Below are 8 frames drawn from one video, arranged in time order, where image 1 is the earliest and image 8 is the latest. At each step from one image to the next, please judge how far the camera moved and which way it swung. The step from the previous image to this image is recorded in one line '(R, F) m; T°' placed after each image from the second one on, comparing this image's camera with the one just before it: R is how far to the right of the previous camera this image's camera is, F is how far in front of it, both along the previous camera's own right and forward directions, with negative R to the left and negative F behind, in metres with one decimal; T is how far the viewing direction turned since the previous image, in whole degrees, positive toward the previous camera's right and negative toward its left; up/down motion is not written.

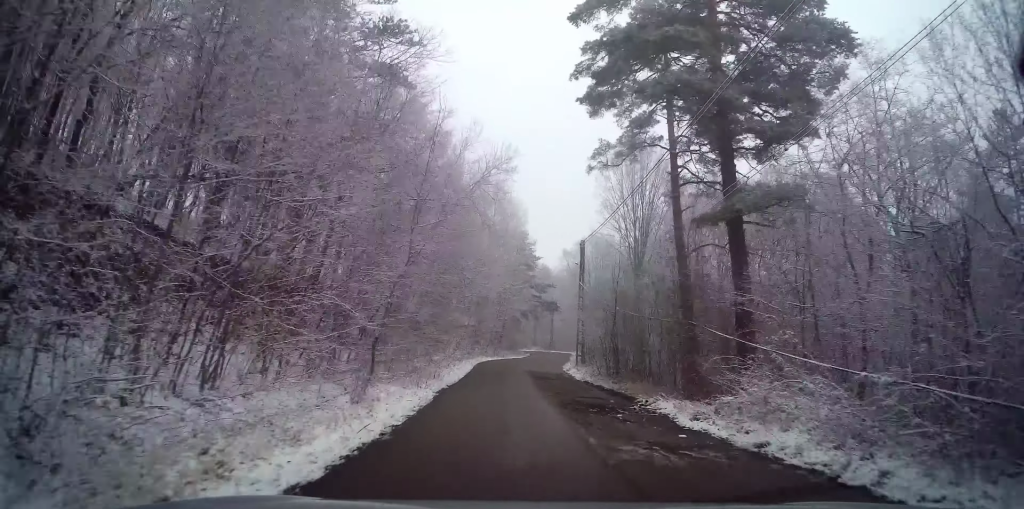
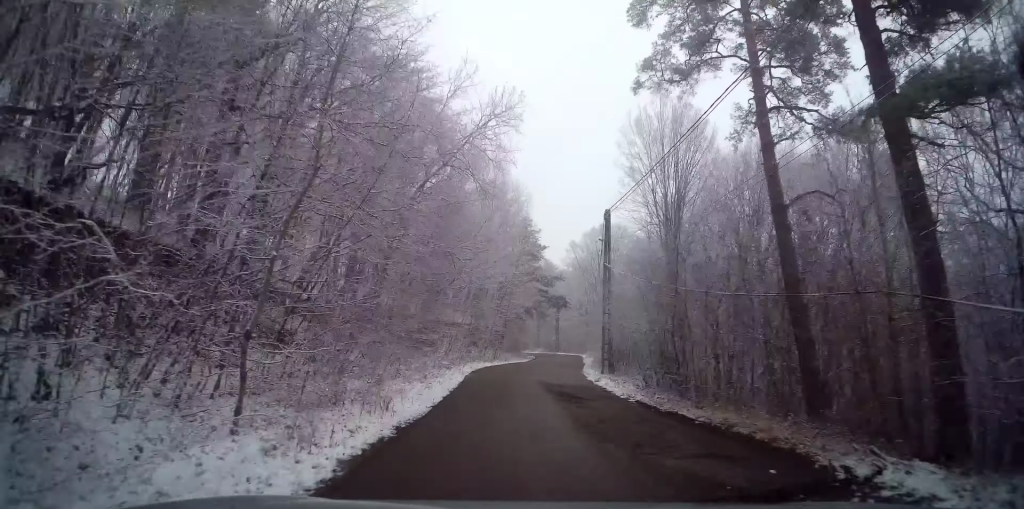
(+0.2, +8.5) m; 0°
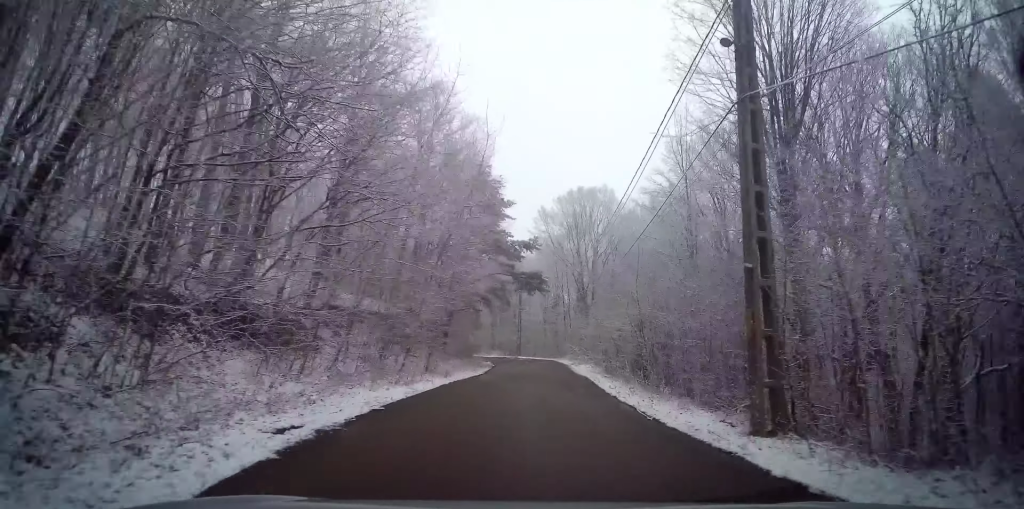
(-0.1, +19.2) m; +4°
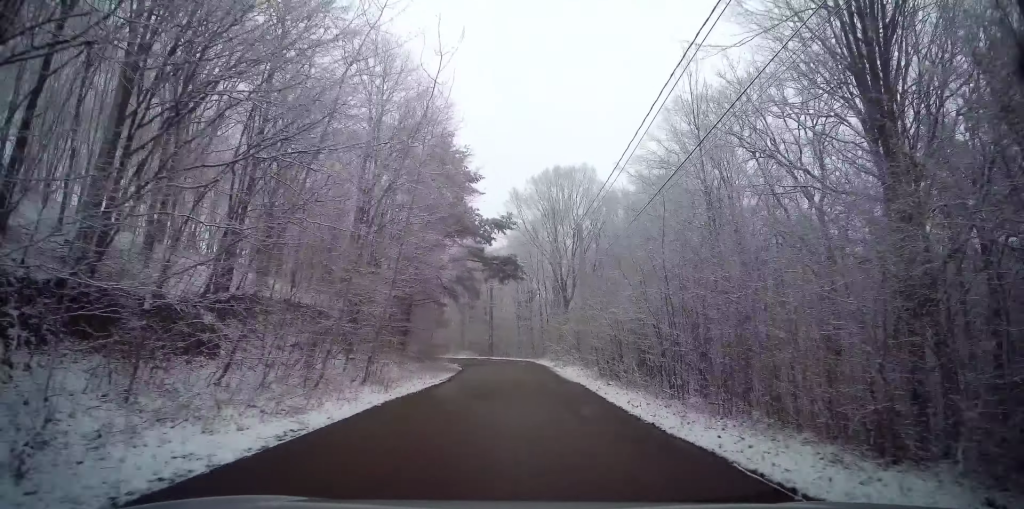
(+0.4, +6.3) m; +4°
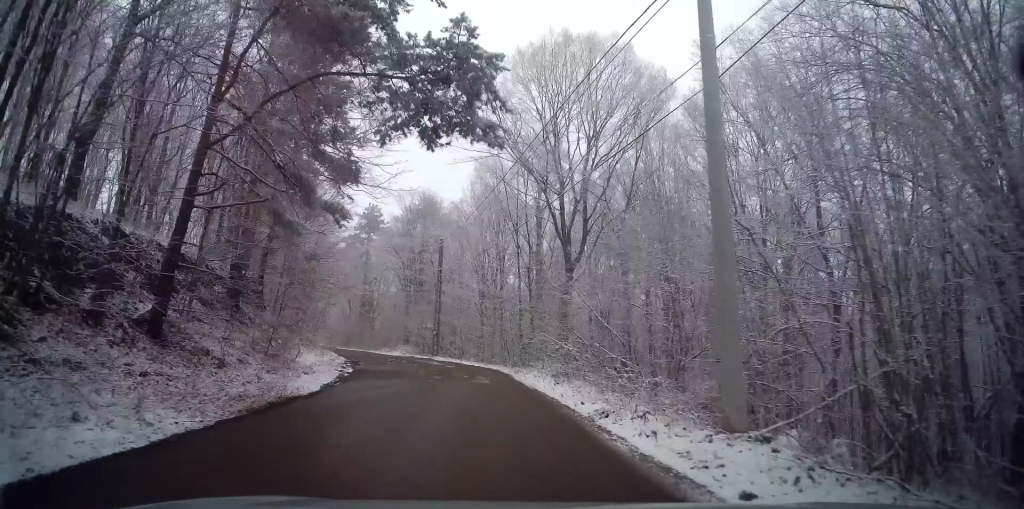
(+2.1, +22.8) m; +5°
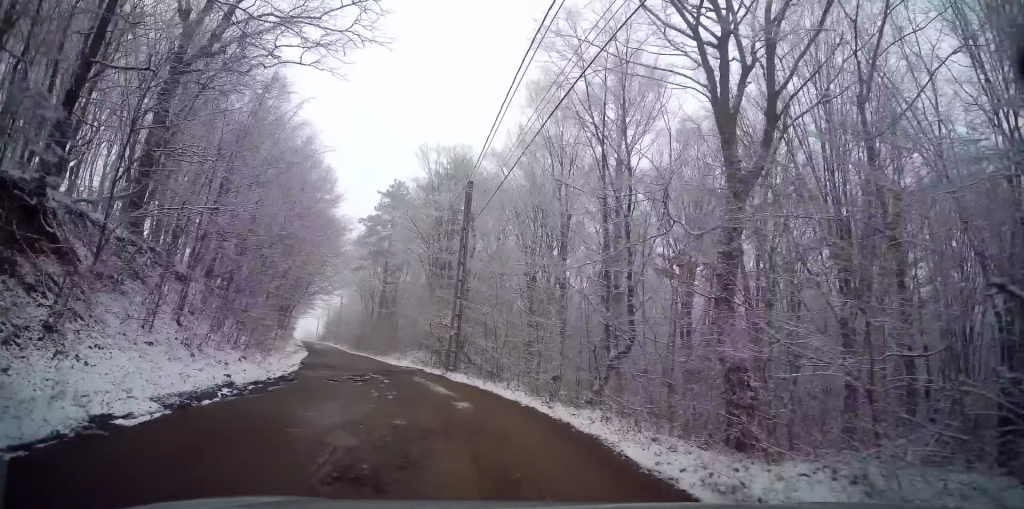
(-0.7, +16.2) m; -4°
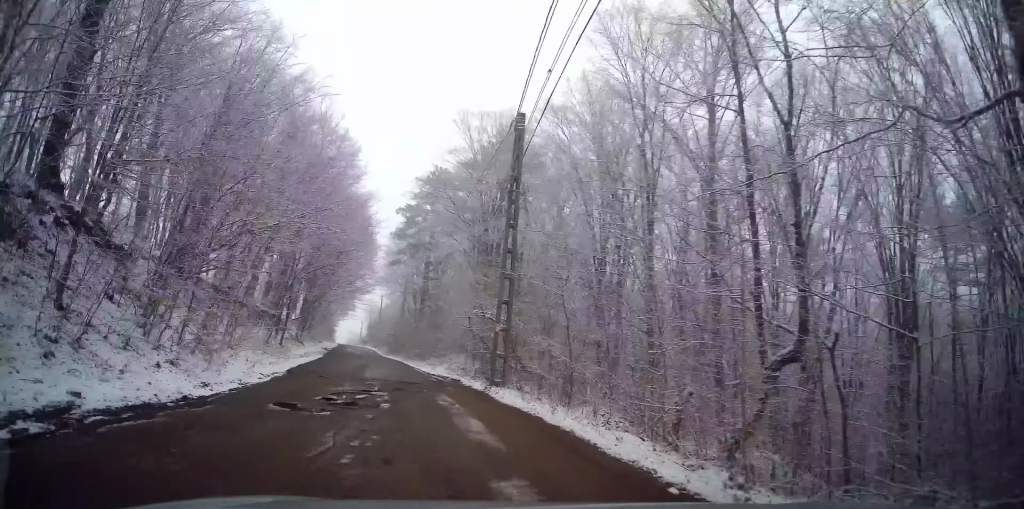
(+0.1, +7.8) m; -1°
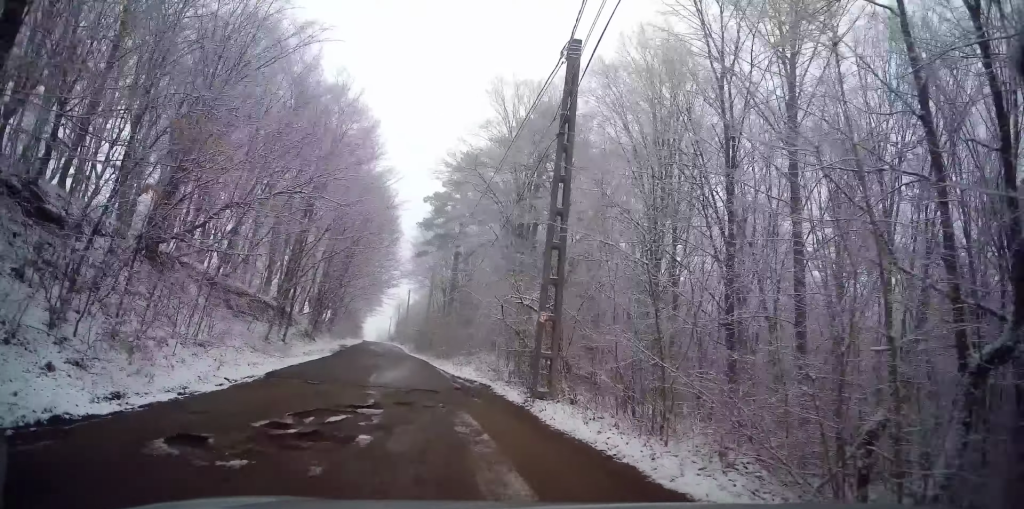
(-0.1, +4.0) m; -1°
